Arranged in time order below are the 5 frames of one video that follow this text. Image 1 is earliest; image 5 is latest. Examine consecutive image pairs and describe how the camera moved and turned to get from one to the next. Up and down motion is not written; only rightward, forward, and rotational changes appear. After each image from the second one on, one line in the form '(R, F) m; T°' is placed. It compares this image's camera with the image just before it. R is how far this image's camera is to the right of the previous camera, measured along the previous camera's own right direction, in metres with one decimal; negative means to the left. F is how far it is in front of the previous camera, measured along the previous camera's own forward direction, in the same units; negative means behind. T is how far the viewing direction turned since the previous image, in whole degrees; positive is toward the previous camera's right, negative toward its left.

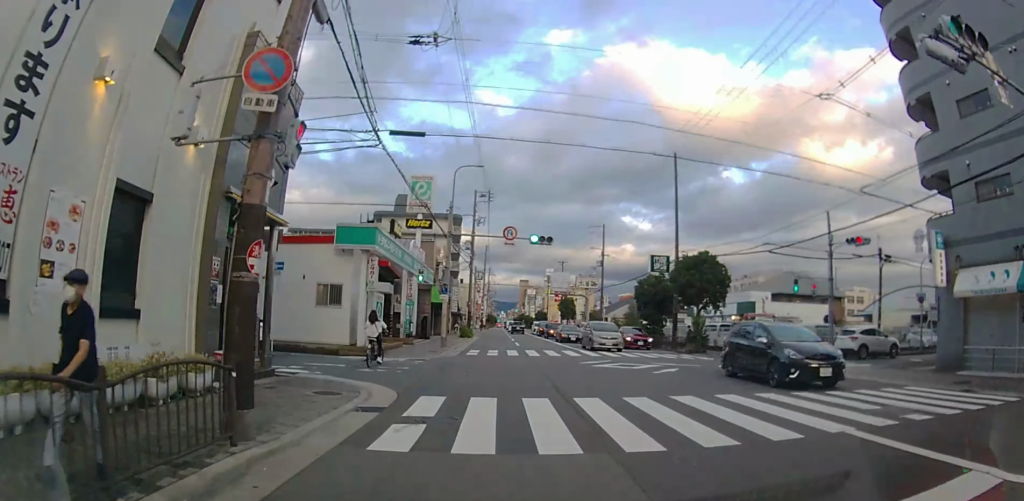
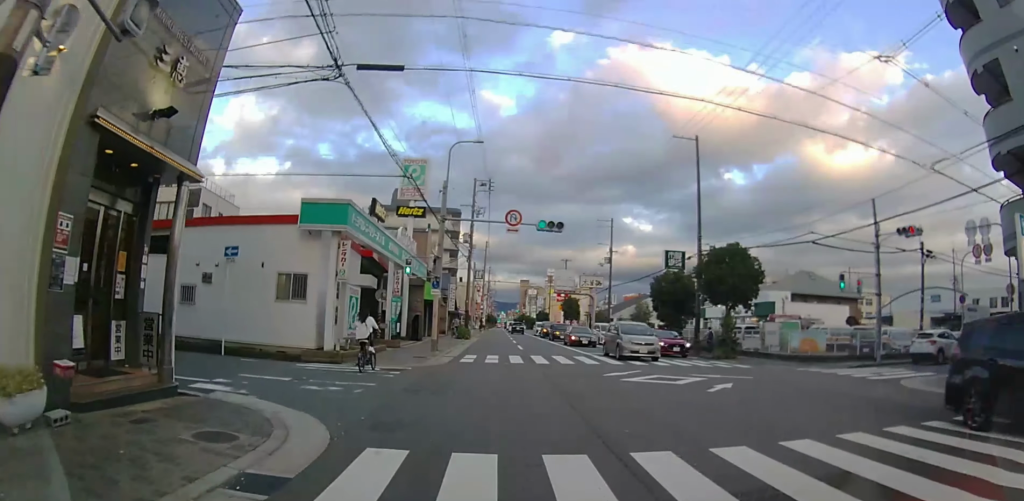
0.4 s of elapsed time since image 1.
(0.0, +4.0) m; 0°
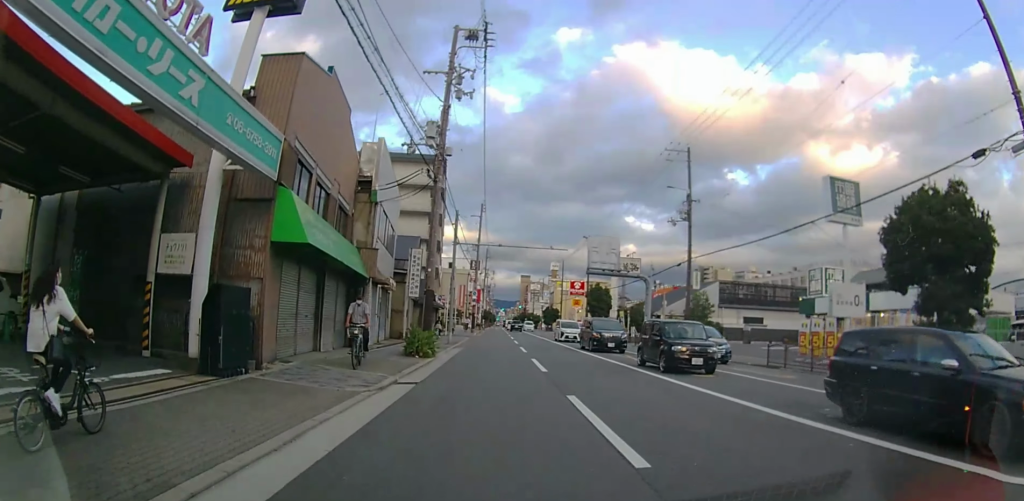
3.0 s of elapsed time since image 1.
(-0.1, +24.0) m; 0°
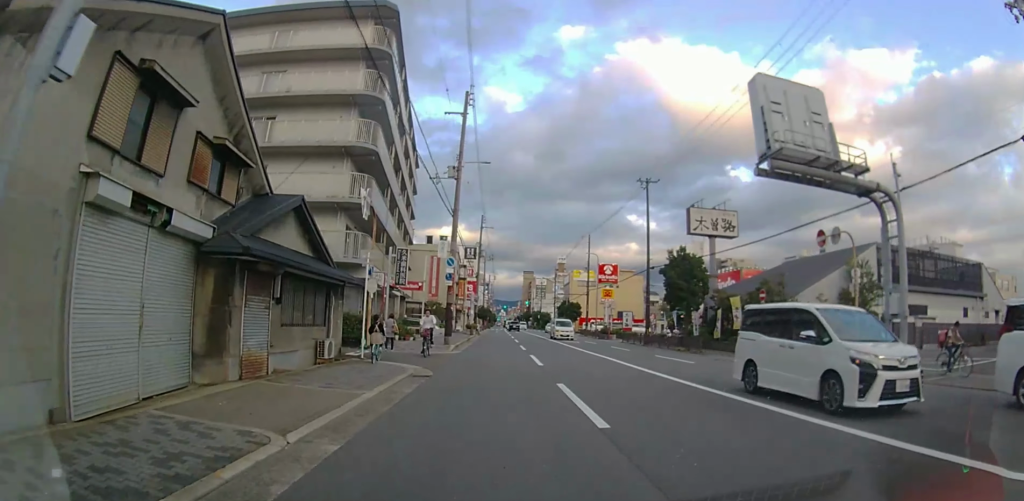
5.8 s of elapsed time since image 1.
(+0.3, +28.5) m; +2°
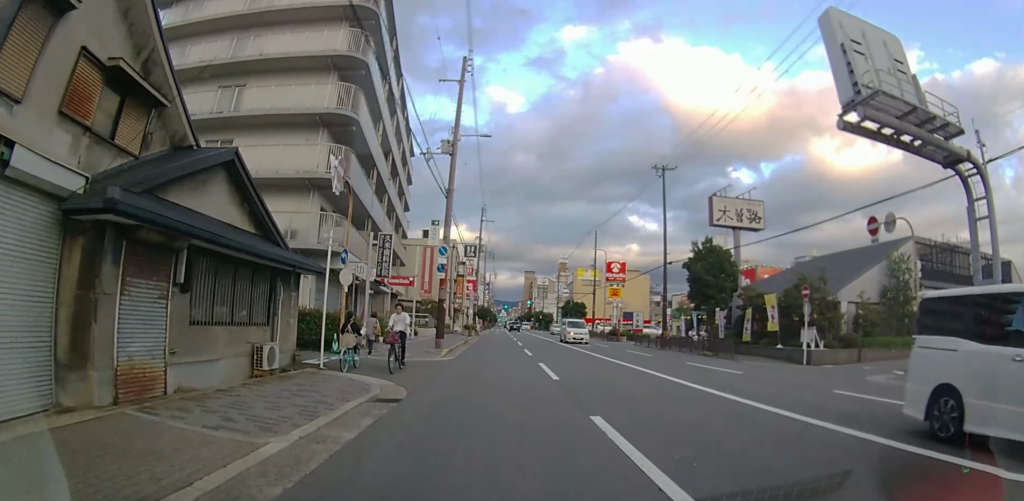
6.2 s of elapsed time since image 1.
(+0.1, +4.4) m; 0°
